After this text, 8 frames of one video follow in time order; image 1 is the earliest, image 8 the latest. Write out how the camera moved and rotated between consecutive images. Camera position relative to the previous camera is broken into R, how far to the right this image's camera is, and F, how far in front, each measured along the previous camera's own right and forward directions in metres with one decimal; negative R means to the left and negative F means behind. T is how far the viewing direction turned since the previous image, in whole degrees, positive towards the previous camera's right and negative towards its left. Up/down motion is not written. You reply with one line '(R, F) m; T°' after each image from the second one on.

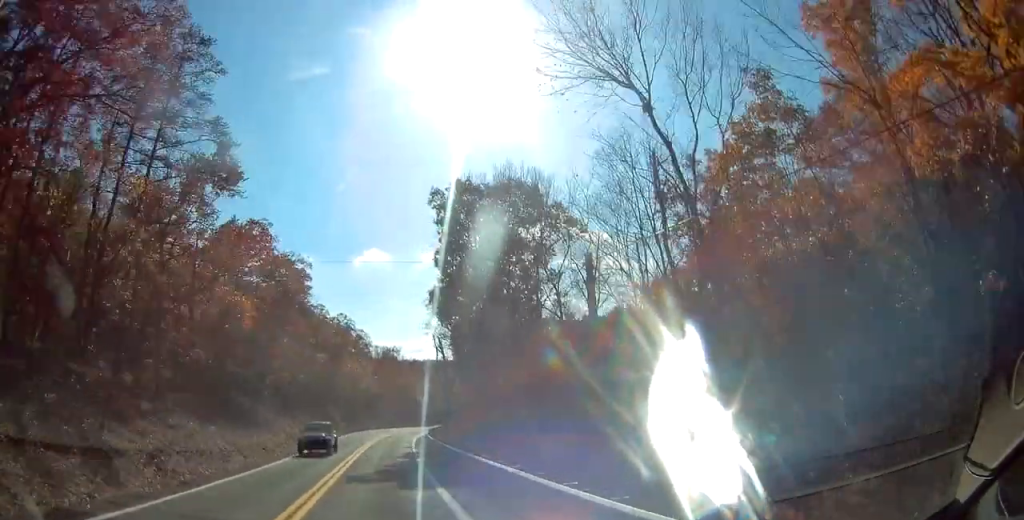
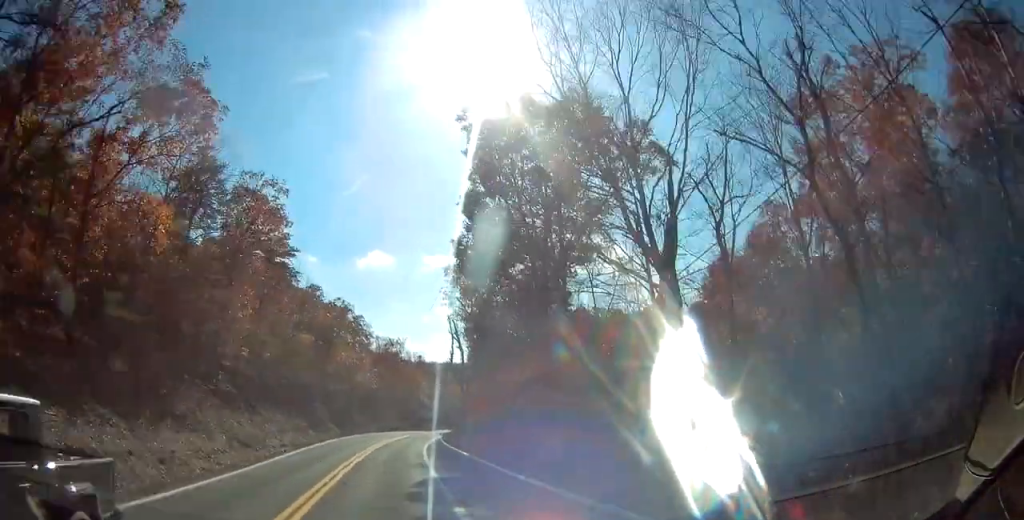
(-0.4, +16.3) m; +2°
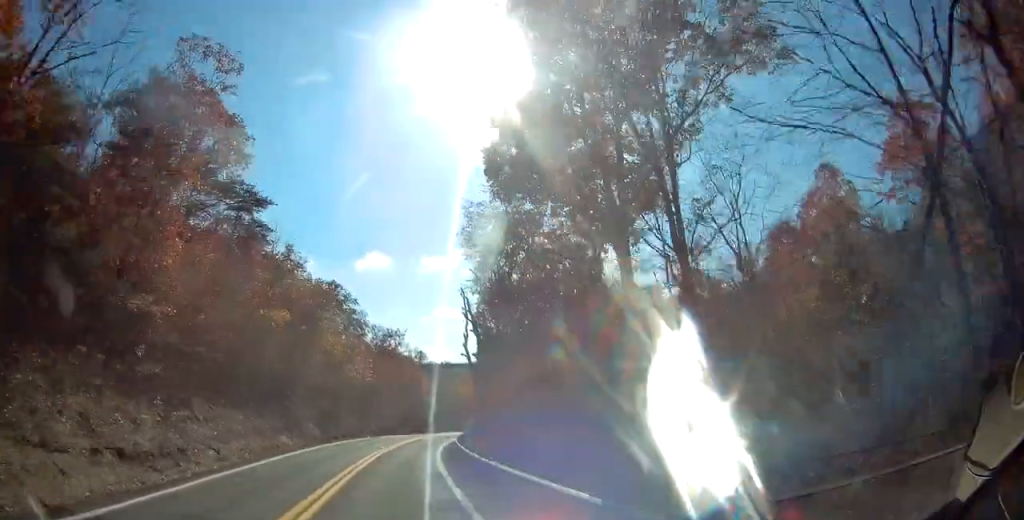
(+0.5, +13.5) m; +2°
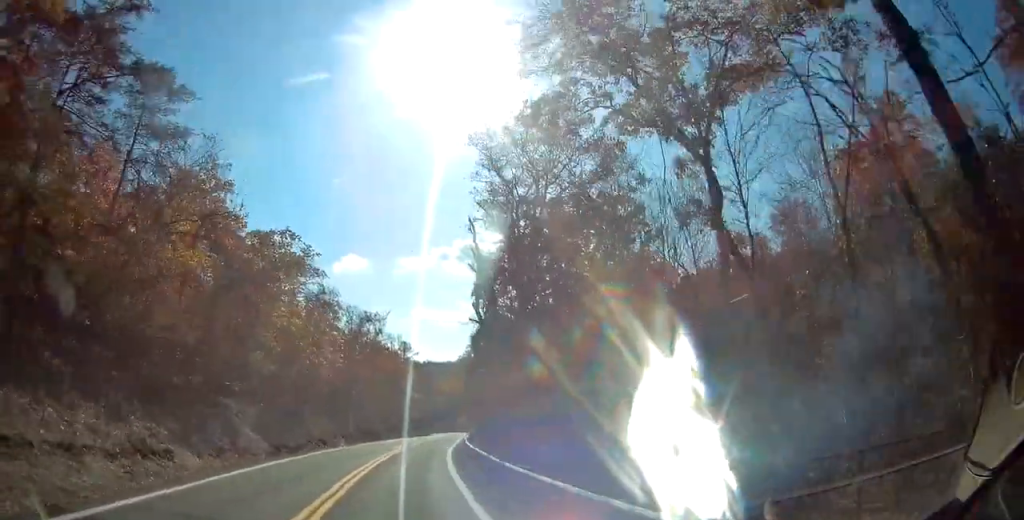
(+0.5, +17.1) m; +2°
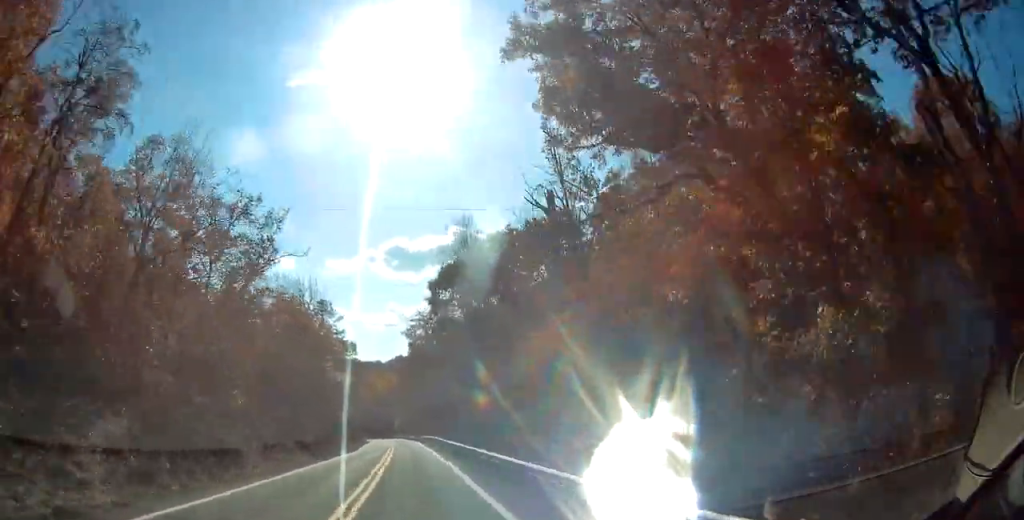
(0.0, +43.6) m; +1°
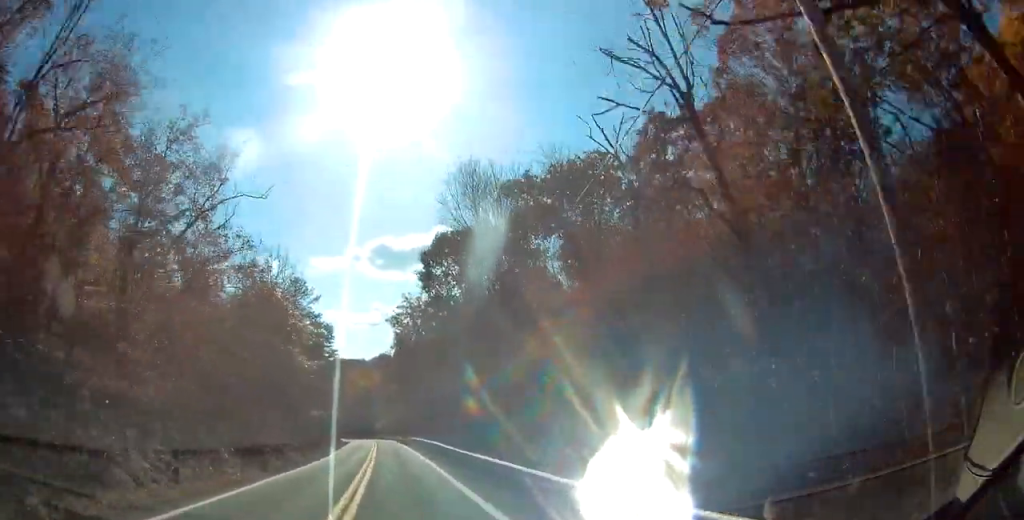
(-0.2, +11.5) m; +2°
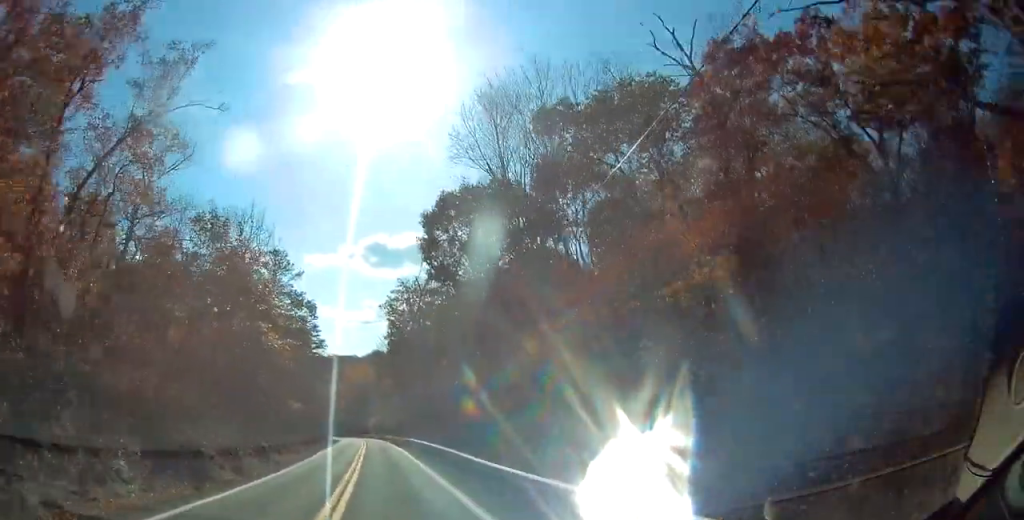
(+0.3, +10.0) m; +1°
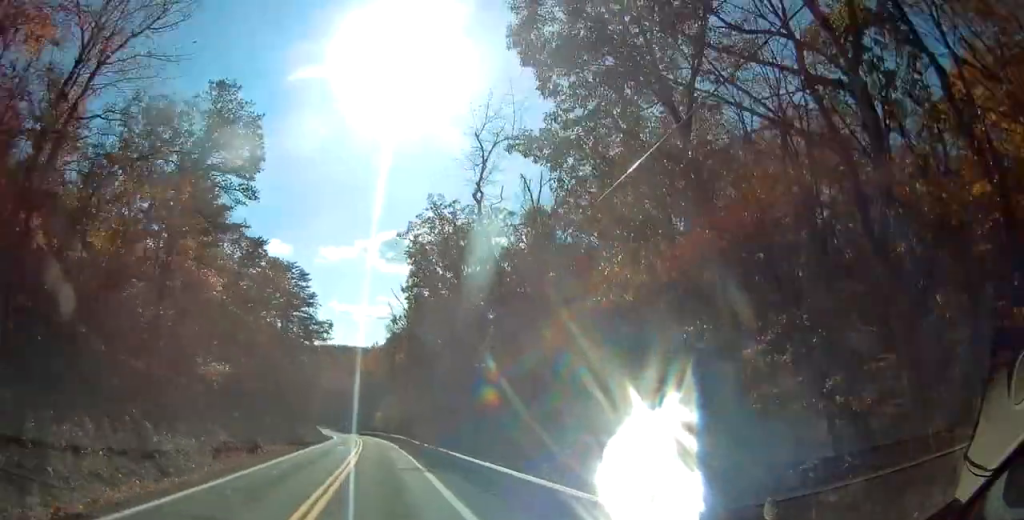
(+1.2, +30.3) m; +2°
